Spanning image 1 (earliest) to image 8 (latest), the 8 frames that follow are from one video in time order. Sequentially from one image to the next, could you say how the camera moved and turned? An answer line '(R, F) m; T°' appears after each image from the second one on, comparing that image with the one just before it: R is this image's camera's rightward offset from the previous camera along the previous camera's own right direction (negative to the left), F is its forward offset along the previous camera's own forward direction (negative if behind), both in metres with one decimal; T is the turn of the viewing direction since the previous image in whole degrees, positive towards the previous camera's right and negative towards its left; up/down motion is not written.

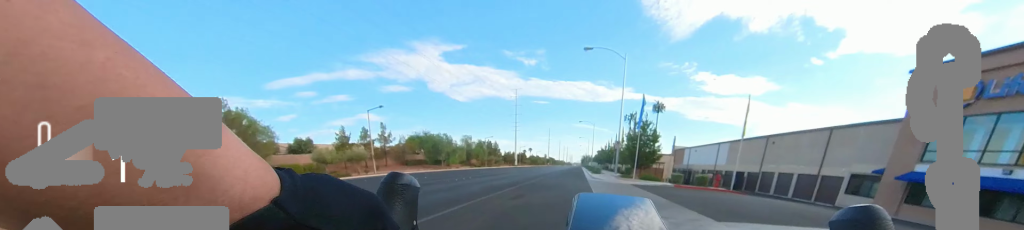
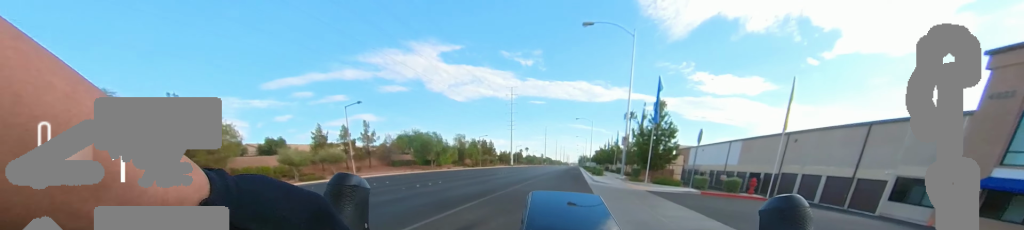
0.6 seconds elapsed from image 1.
(0.0, +3.8) m; 0°
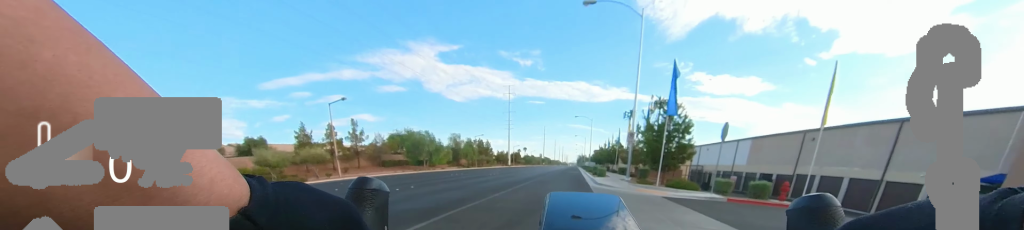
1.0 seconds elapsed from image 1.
(0.0, +2.4) m; 0°
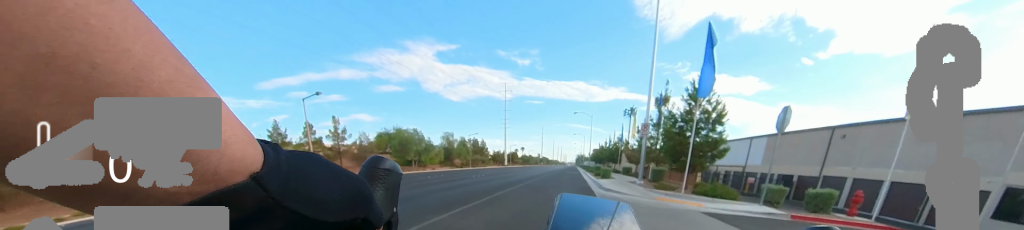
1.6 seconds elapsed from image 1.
(0.0, +3.1) m; 0°
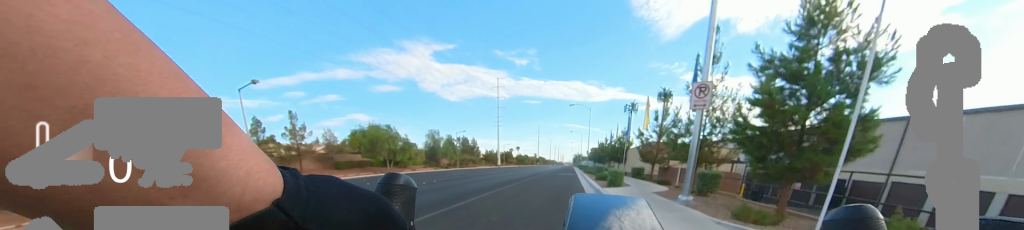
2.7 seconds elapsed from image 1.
(0.0, +5.8) m; 0°
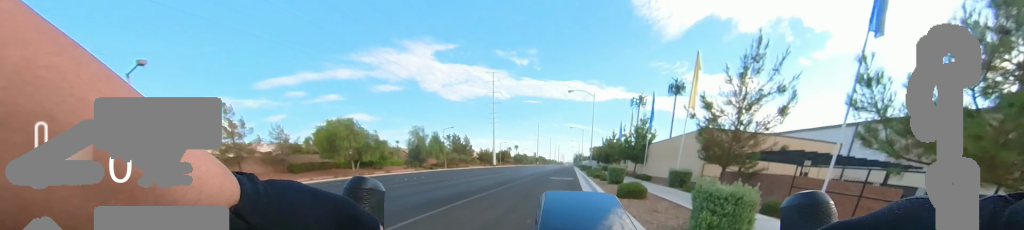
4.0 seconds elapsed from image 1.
(0.0, +7.1) m; +2°
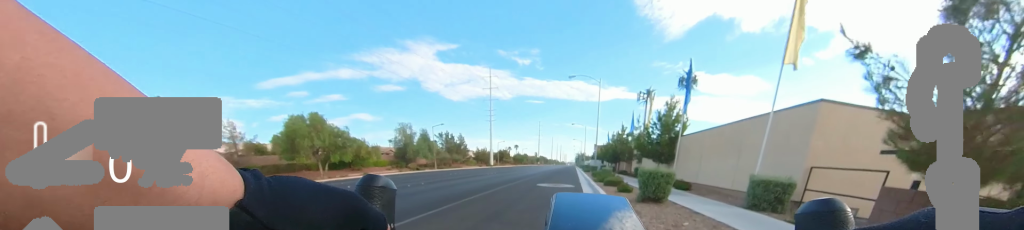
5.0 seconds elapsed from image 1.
(+0.2, +5.4) m; +10°
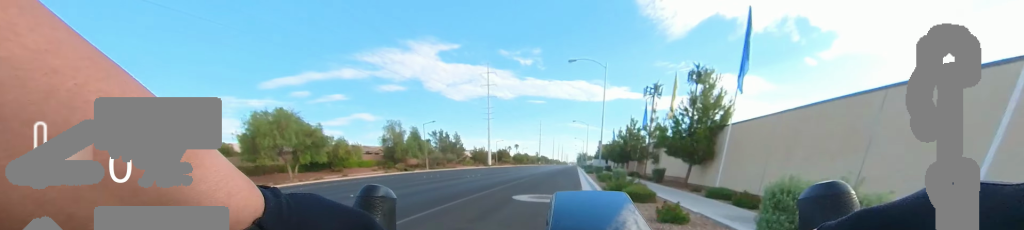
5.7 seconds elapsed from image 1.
(+0.6, +4.3) m; -2°
